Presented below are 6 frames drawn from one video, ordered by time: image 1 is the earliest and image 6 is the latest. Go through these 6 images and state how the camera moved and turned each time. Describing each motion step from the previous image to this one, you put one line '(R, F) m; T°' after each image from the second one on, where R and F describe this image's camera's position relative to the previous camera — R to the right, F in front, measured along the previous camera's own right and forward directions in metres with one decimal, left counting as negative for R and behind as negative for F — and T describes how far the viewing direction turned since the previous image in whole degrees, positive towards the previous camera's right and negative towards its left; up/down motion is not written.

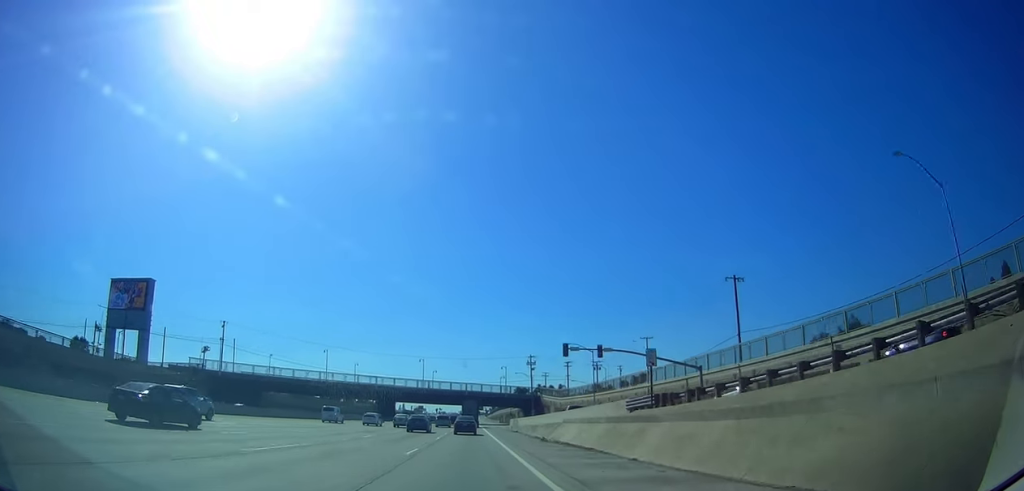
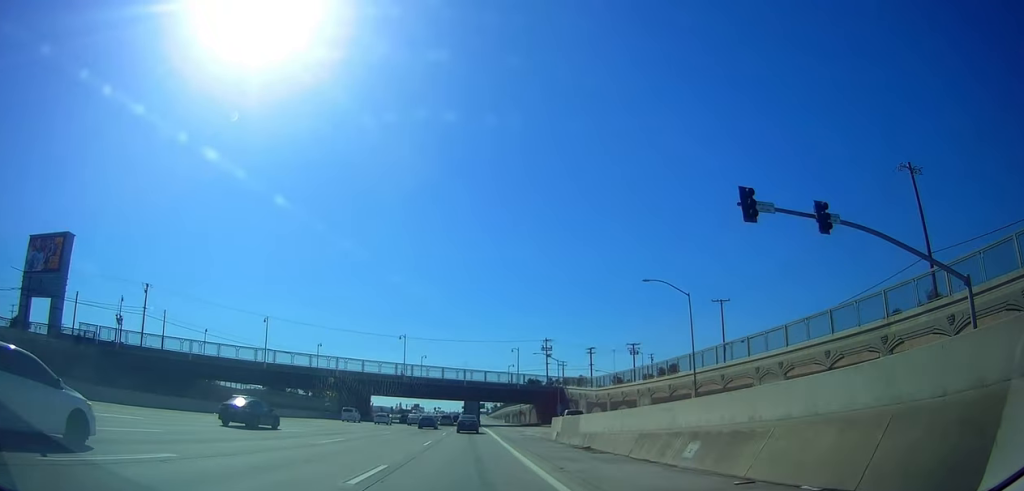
(-0.2, +37.5) m; -1°
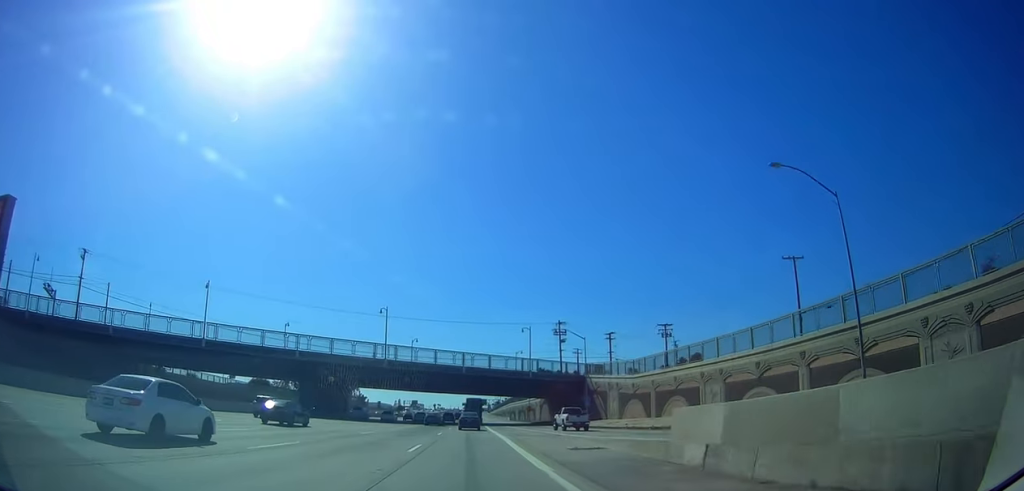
(0.0, +21.4) m; 0°
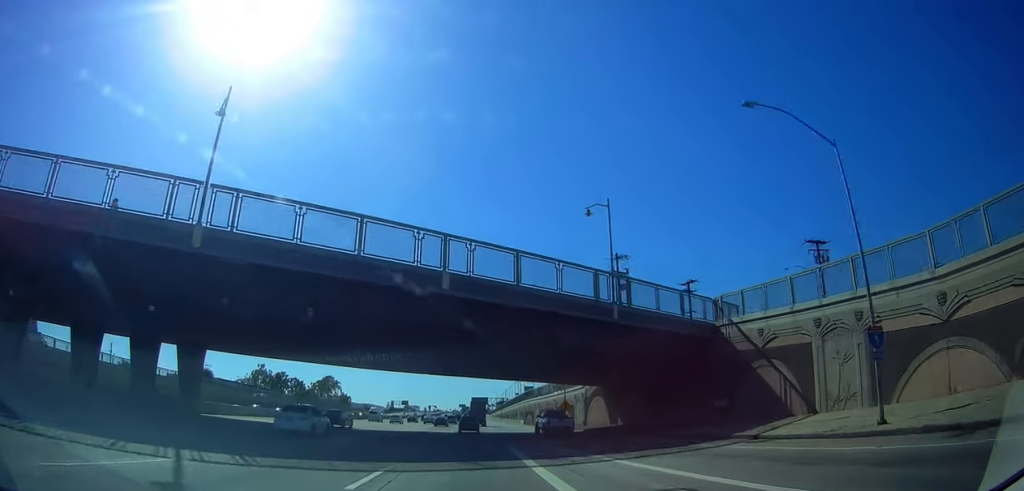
(-0.1, +52.7) m; 0°
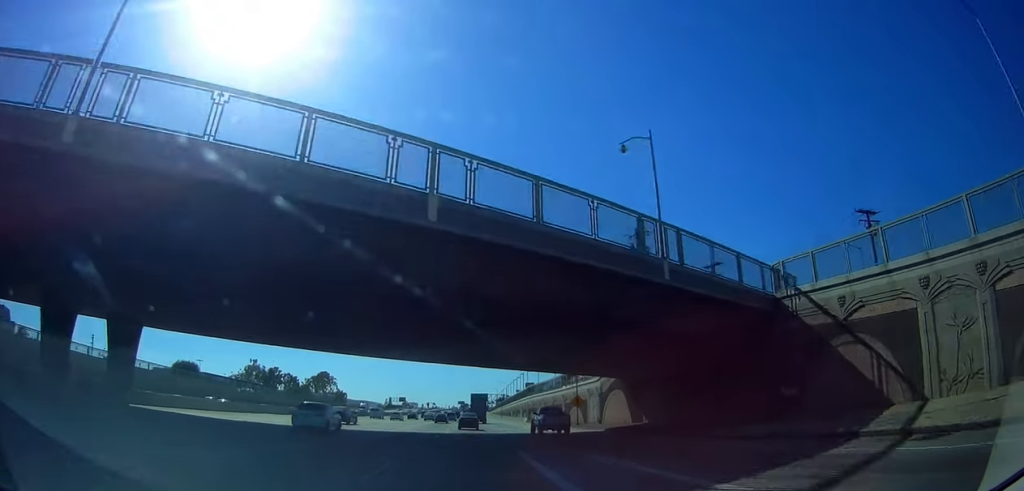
(0.0, +9.5) m; 0°
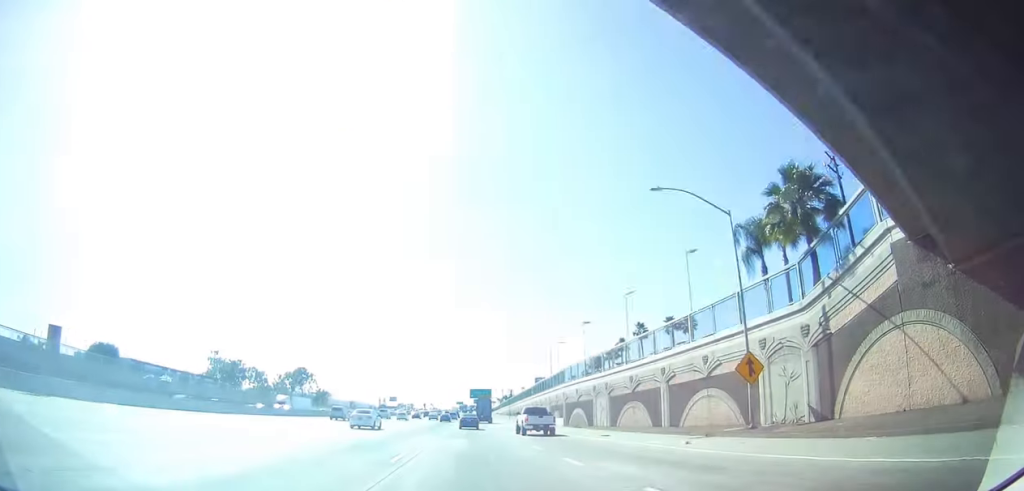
(0.0, +44.5) m; 0°
